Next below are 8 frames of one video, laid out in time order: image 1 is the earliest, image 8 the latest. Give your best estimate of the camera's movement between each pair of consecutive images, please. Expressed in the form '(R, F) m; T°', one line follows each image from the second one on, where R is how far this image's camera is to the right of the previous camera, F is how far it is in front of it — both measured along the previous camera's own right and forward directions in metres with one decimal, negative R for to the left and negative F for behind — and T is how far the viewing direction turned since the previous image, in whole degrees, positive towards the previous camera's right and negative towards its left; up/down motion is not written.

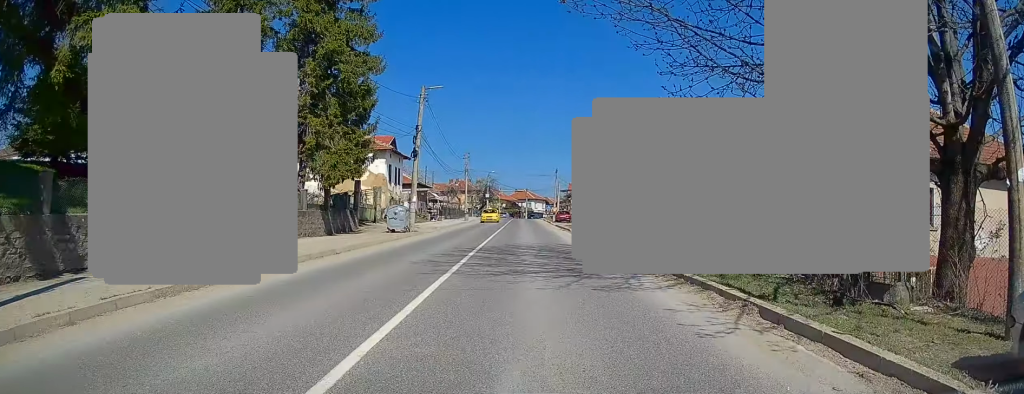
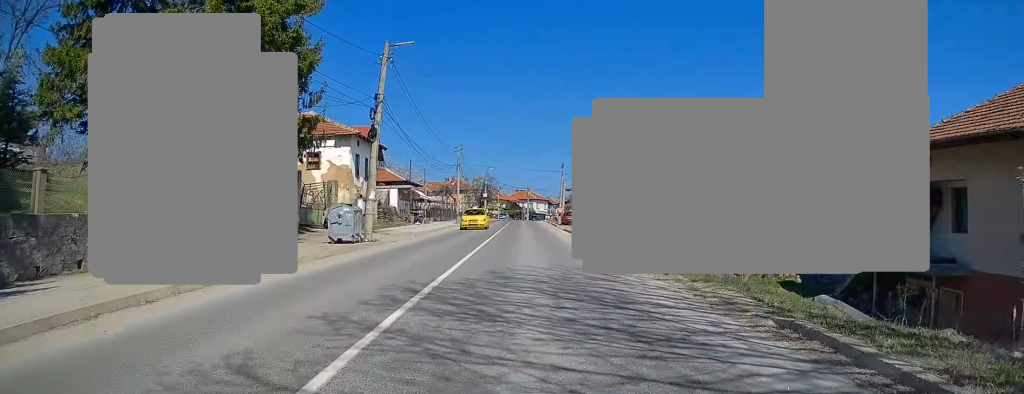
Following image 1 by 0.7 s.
(+0.1, +9.5) m; 0°
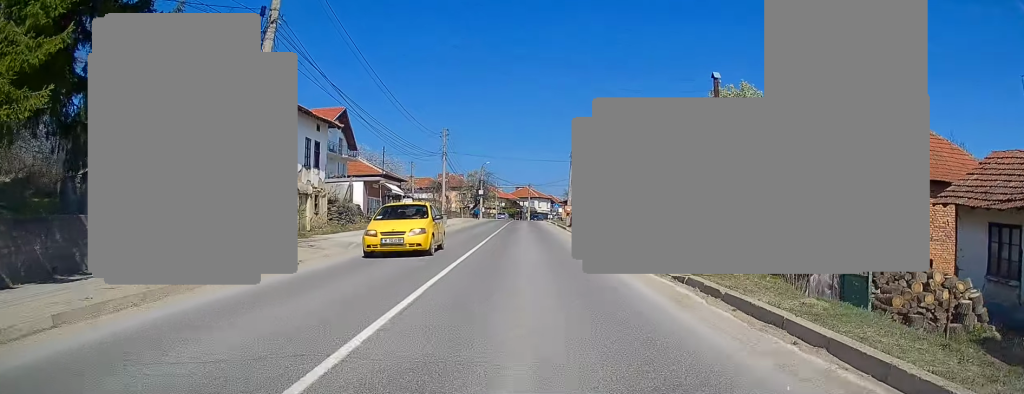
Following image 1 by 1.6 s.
(-0.1, +10.8) m; -1°
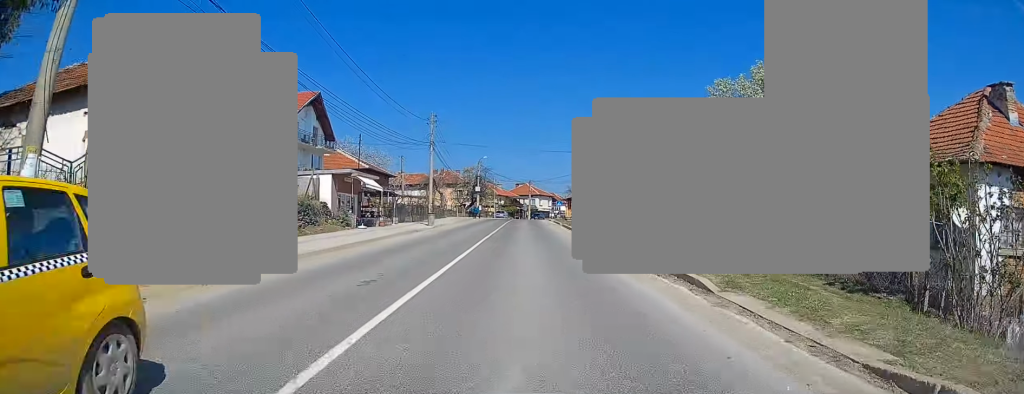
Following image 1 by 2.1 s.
(0.0, +6.5) m; 0°
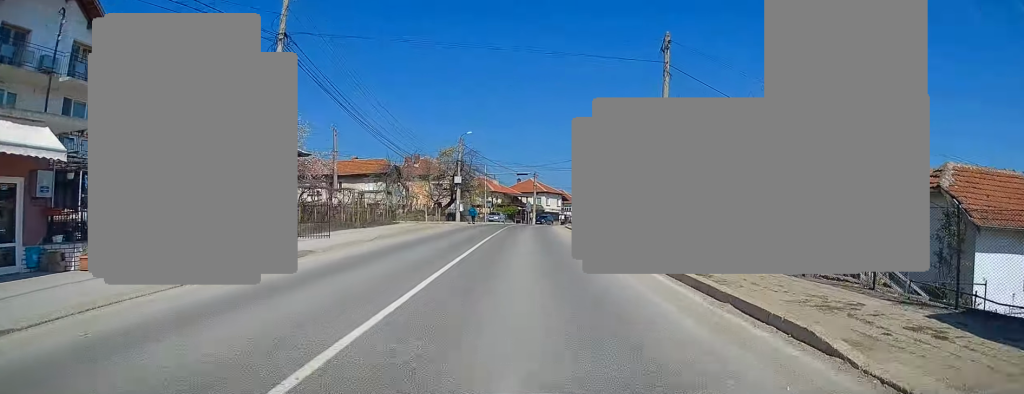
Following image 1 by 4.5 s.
(+0.2, +27.0) m; 0°
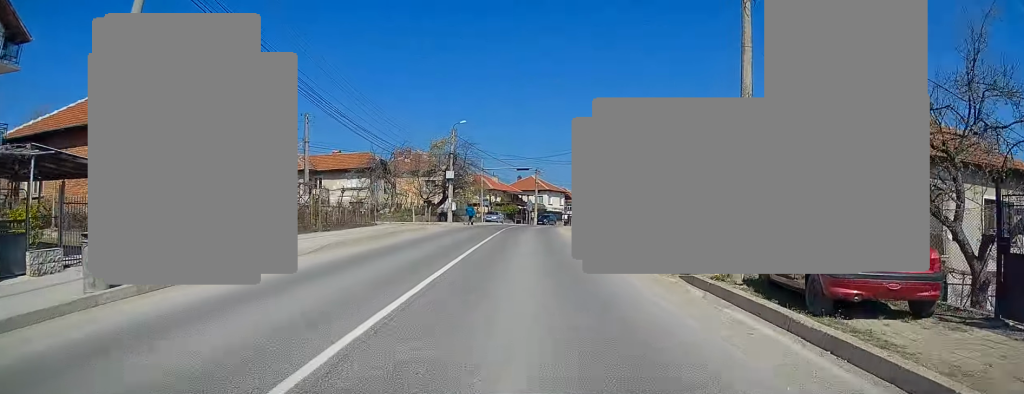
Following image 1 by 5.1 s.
(0.0, +6.4) m; 0°
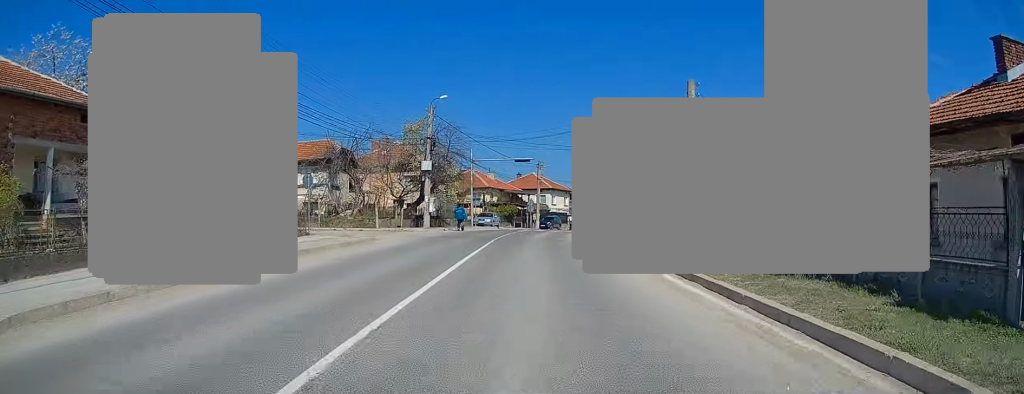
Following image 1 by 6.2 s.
(0.0, +11.7) m; +1°
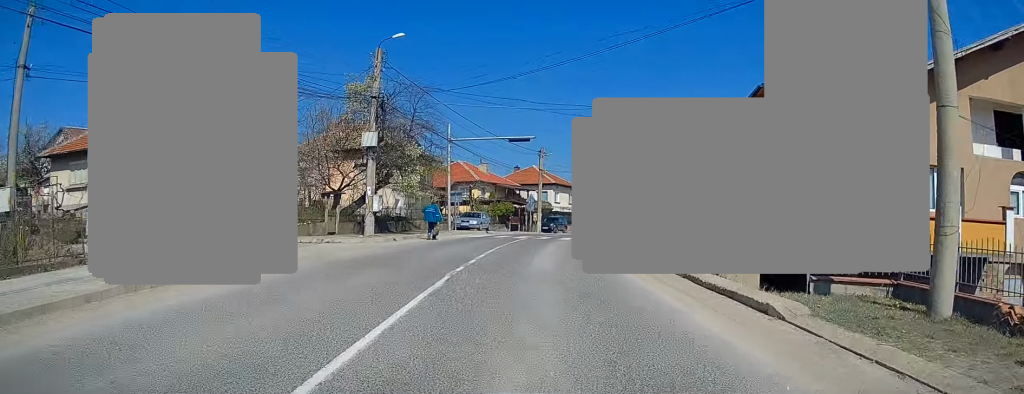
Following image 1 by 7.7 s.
(+0.2, +13.7) m; -1°
